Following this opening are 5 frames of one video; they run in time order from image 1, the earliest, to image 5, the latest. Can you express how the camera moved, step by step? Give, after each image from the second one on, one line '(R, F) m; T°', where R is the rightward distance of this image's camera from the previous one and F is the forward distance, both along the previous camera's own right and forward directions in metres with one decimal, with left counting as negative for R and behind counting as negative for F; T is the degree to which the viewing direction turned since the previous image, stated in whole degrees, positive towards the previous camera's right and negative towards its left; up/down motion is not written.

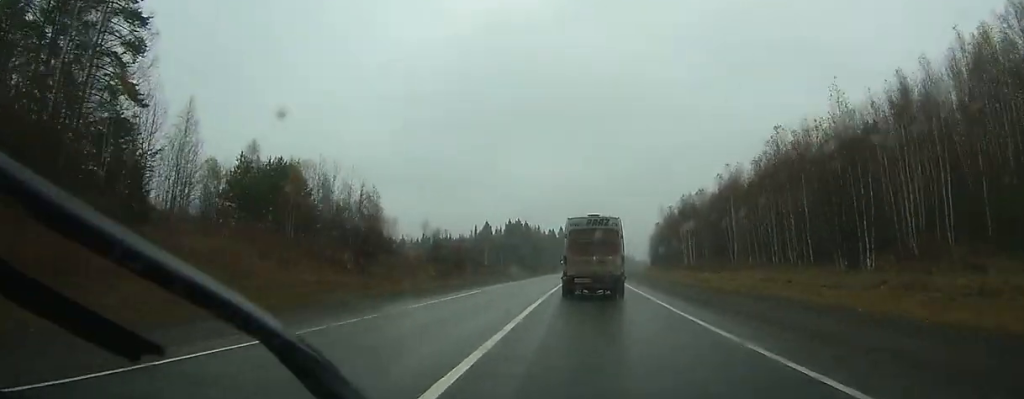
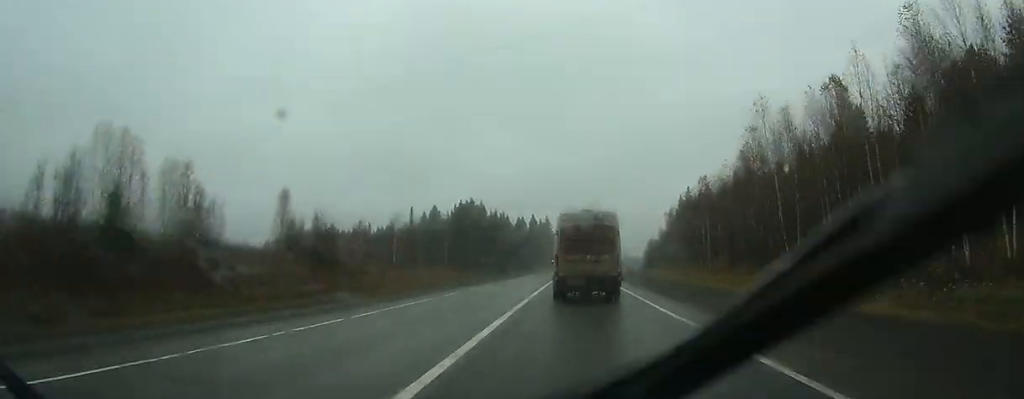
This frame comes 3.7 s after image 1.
(+1.6, +68.1) m; +2°
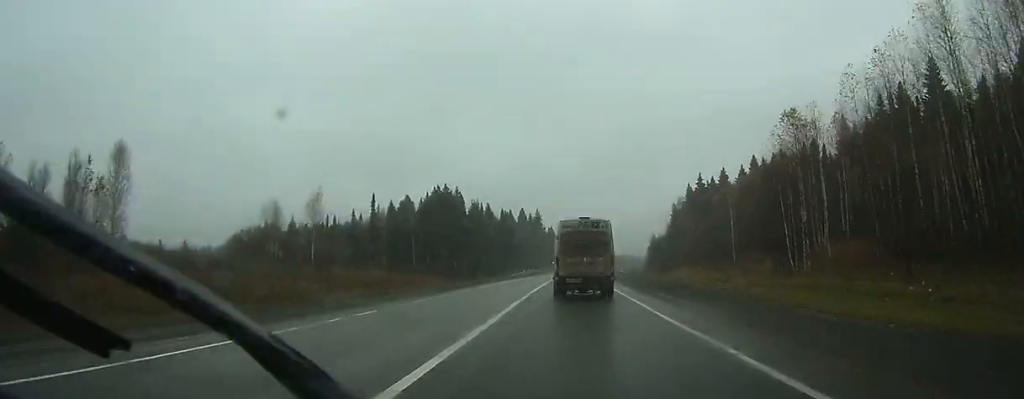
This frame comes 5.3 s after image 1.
(+0.1, +30.8) m; 0°
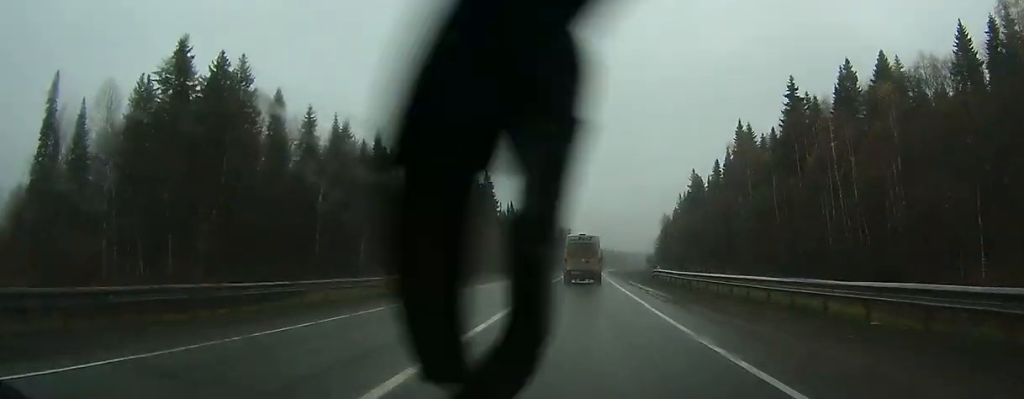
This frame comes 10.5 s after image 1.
(+0.7, +97.9) m; +2°
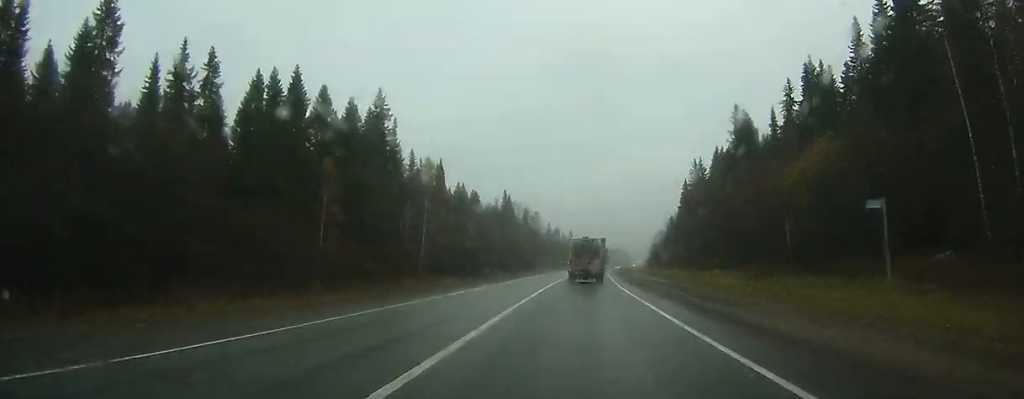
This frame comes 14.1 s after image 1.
(+2.3, +77.7) m; +3°
